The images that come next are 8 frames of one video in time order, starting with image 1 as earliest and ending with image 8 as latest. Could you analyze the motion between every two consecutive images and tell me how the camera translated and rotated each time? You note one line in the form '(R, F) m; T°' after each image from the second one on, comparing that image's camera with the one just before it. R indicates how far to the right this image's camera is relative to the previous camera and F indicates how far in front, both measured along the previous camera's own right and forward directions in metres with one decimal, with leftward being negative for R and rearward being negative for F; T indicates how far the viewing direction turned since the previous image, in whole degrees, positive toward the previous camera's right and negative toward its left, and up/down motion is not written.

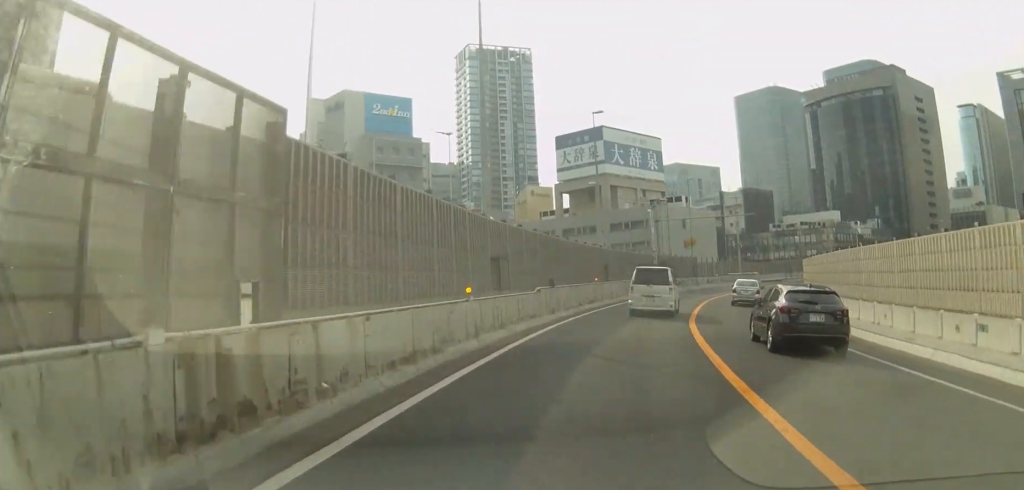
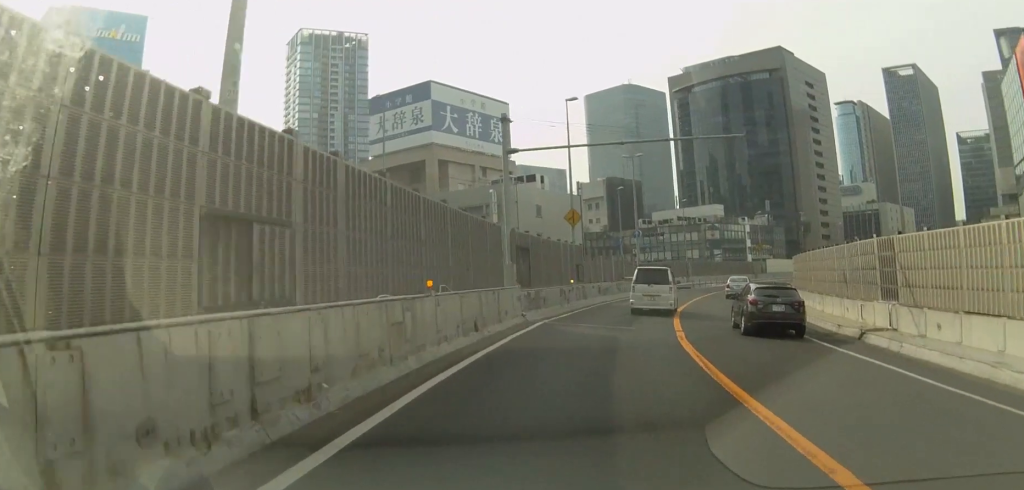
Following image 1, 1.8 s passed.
(+2.9, +31.3) m; +12°
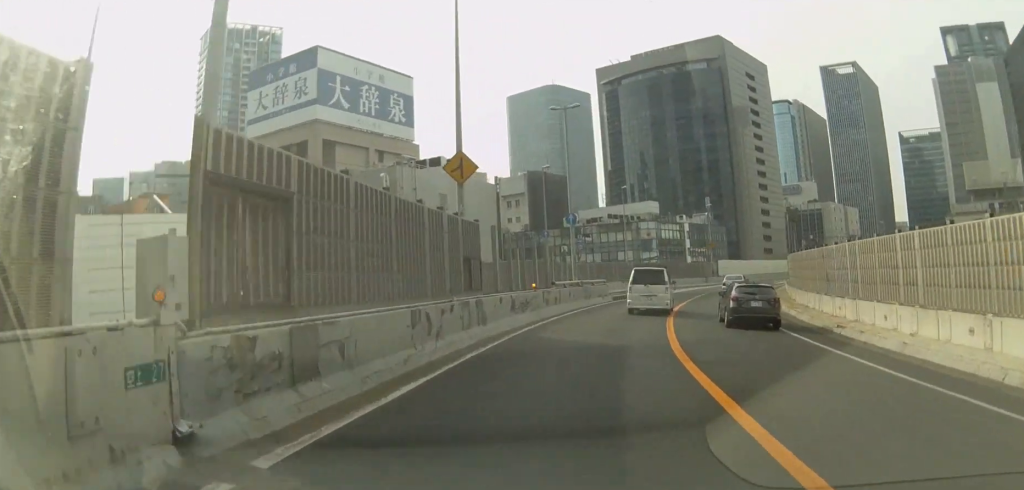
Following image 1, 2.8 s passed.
(+1.5, +16.4) m; +6°
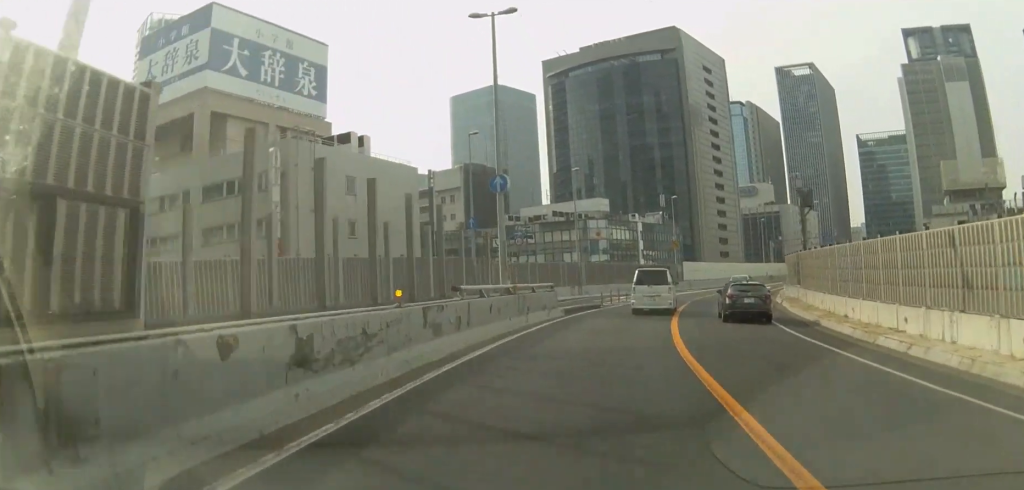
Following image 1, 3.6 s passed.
(-0.2, +13.7) m; +4°
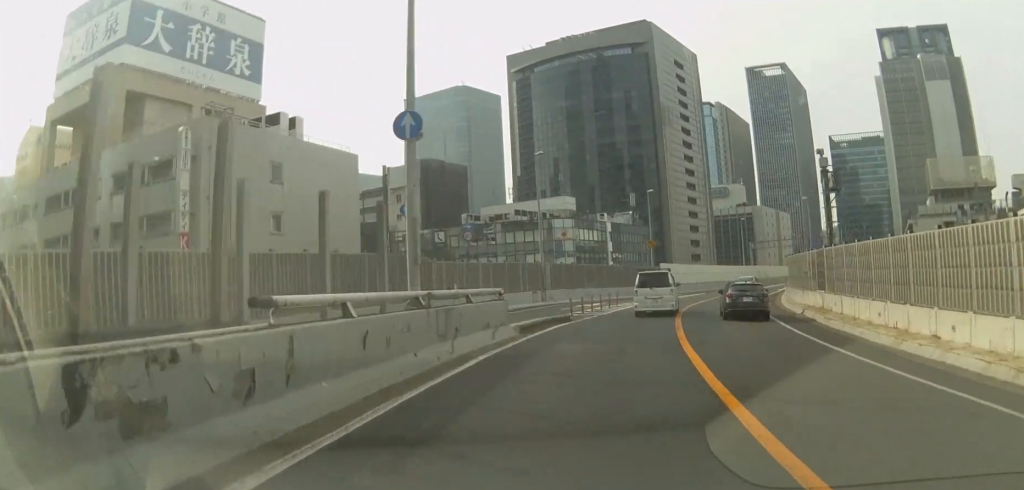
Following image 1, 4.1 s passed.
(+0.6, +8.6) m; +4°
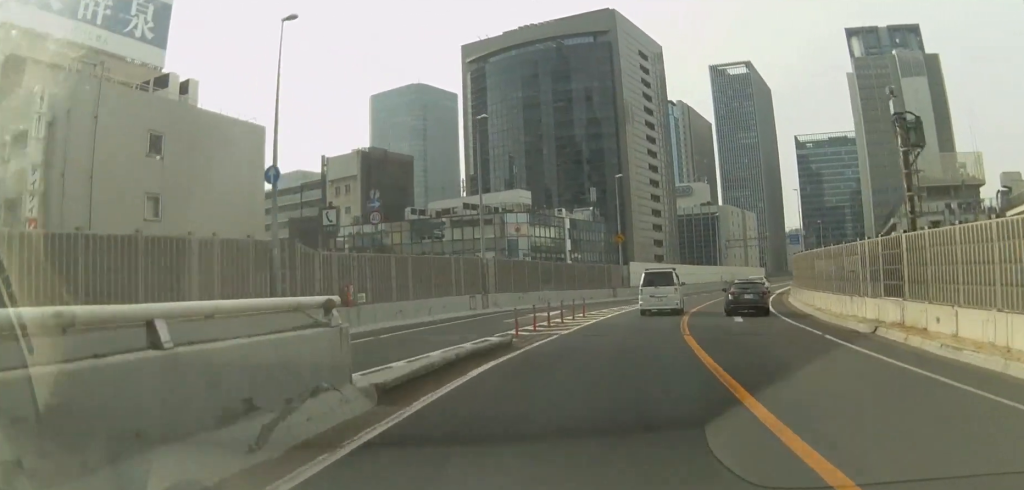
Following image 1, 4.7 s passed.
(+0.4, +10.9) m; +5°
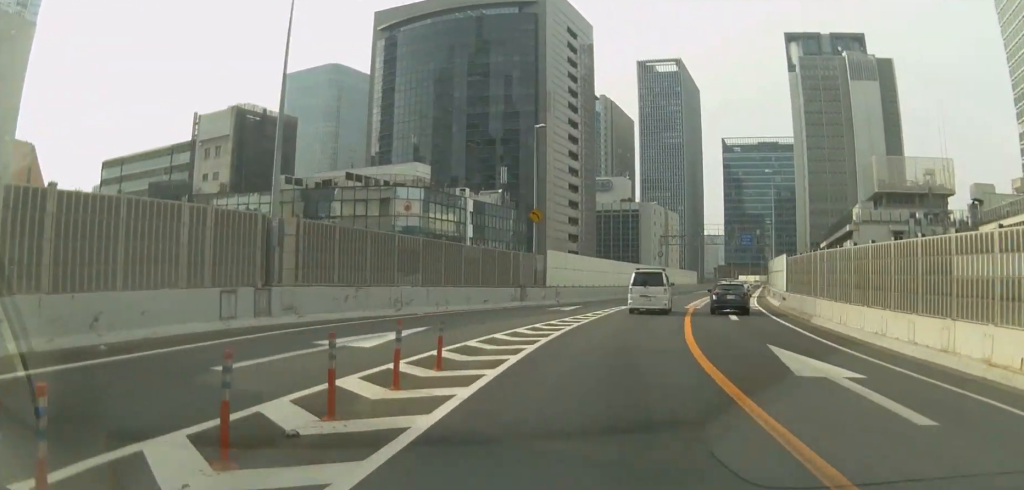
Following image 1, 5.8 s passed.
(+1.1, +18.0) m; +6°
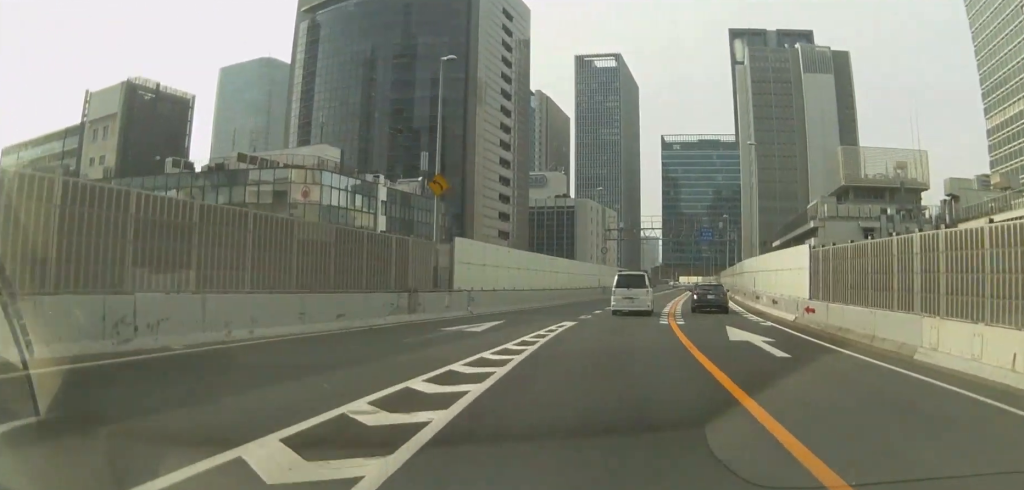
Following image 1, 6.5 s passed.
(+0.4, +12.8) m; +4°
